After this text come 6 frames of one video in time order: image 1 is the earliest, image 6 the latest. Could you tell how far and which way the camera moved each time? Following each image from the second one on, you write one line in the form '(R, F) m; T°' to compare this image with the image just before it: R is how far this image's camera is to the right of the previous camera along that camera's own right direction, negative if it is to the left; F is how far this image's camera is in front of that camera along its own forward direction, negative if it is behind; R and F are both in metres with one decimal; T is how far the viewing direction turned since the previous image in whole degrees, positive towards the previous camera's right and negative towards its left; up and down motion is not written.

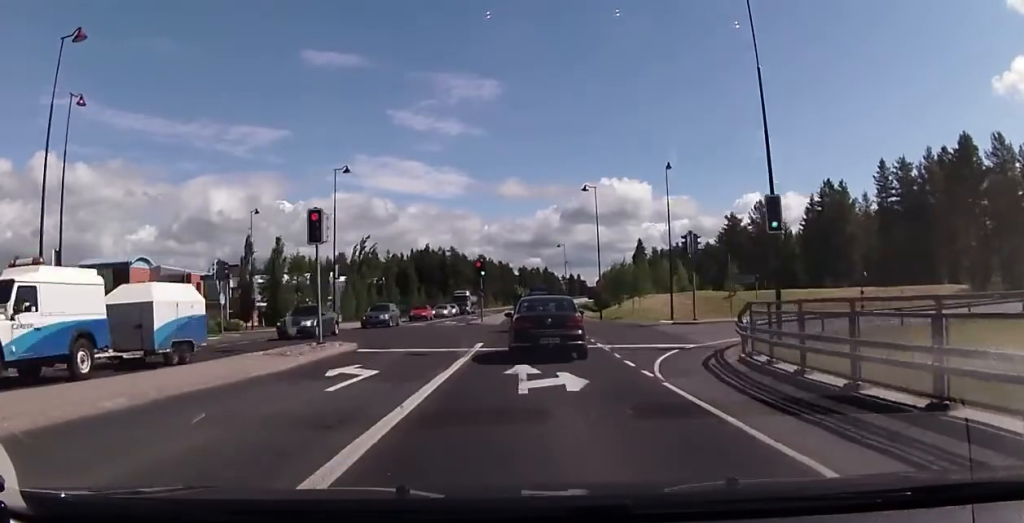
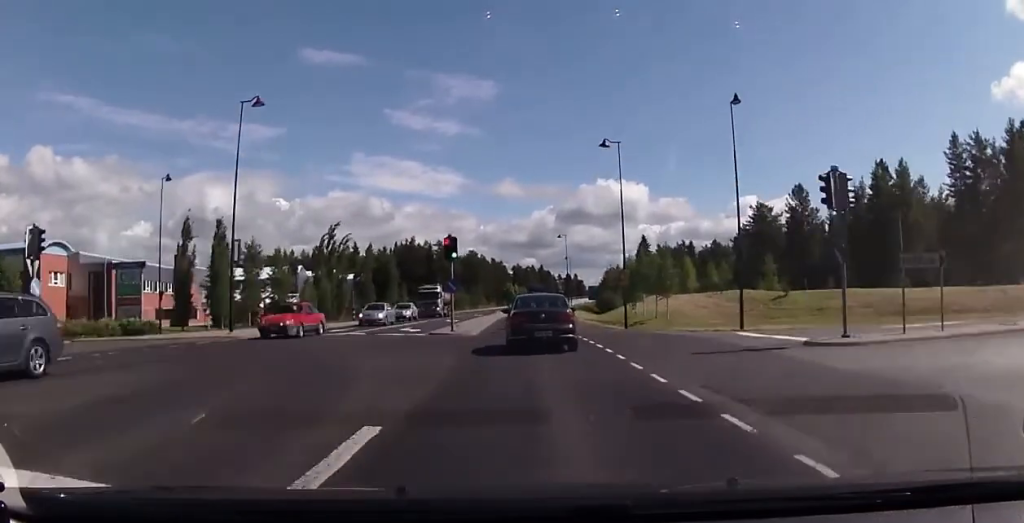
(-0.2, +17.4) m; 0°
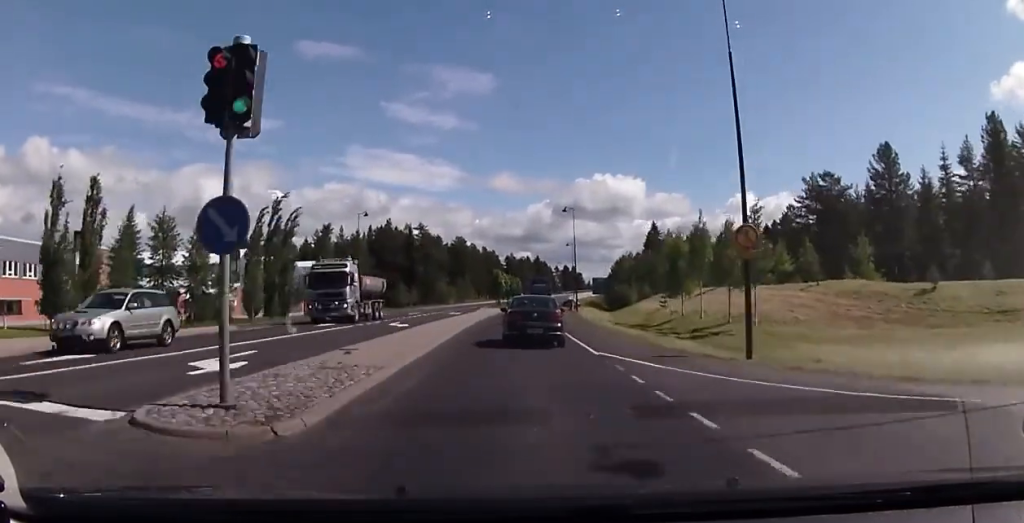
(+0.3, +23.3) m; +2°
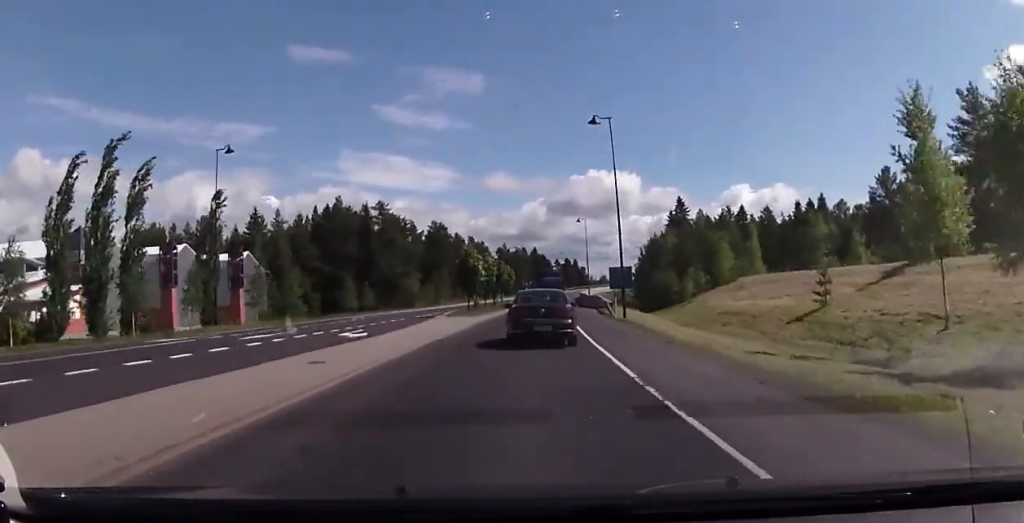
(+0.5, +32.9) m; +1°
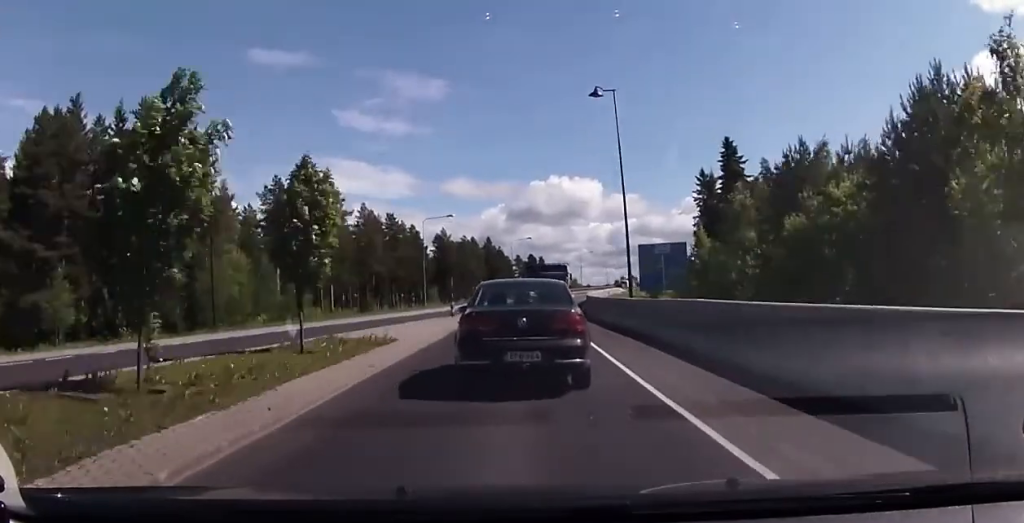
(+1.3, +54.6) m; +1°
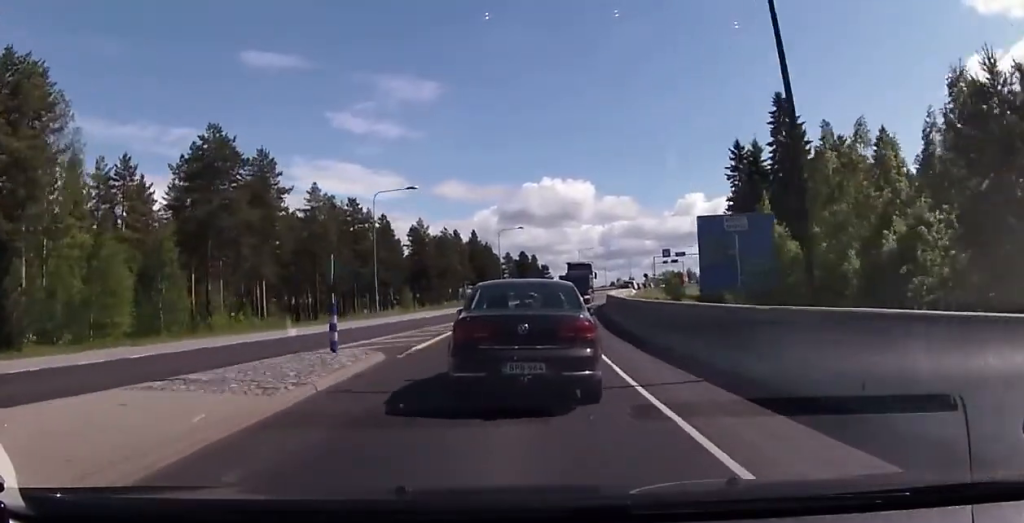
(-0.3, +20.2) m; +1°
